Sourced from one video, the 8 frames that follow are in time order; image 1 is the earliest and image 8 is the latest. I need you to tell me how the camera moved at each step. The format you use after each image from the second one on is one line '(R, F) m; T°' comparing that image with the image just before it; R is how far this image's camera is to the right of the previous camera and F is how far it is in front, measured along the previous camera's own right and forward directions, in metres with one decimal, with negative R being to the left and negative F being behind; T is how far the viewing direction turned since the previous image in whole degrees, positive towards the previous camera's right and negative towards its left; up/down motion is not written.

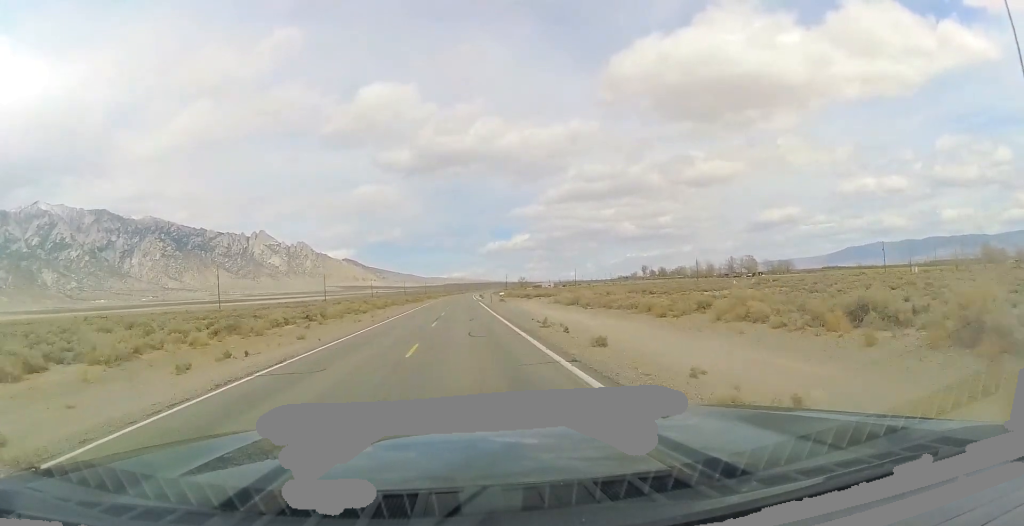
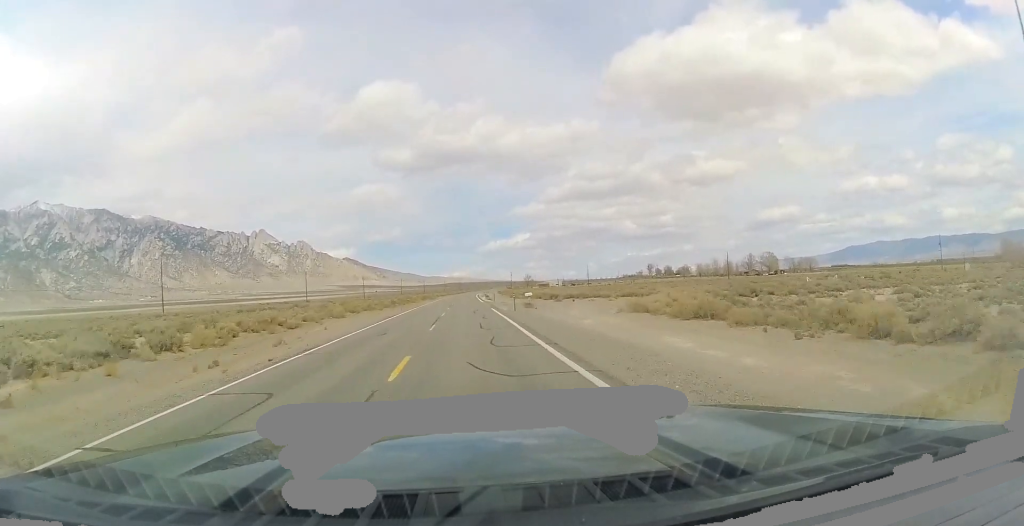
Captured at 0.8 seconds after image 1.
(+0.2, +27.9) m; 0°
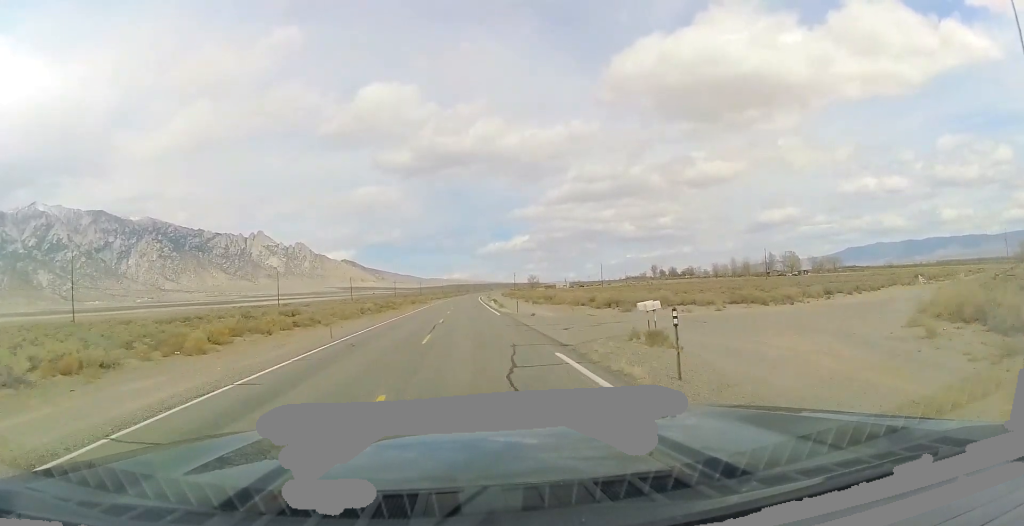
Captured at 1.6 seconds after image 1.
(+0.1, +29.1) m; +1°
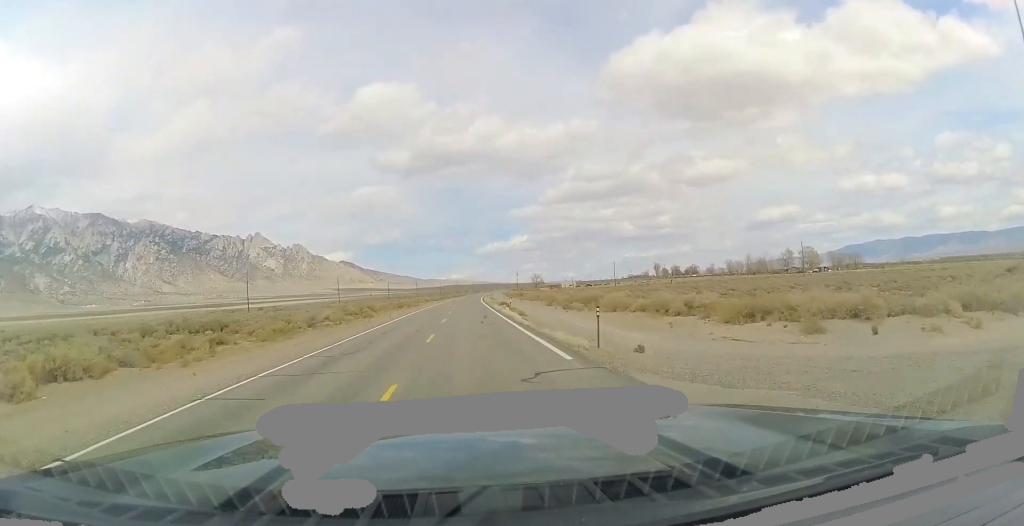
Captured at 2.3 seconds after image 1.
(+0.1, +23.3) m; 0°
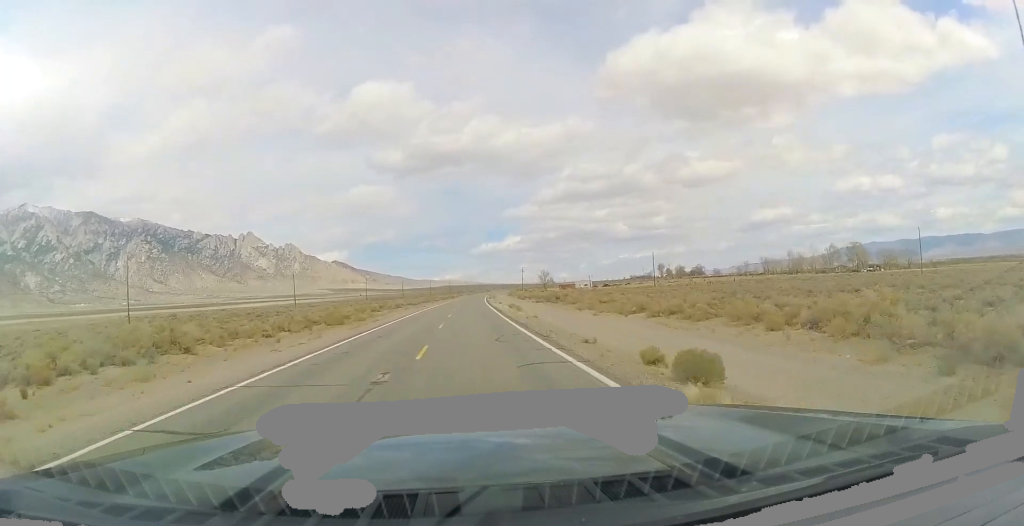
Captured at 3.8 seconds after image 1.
(+0.3, +53.3) m; 0°
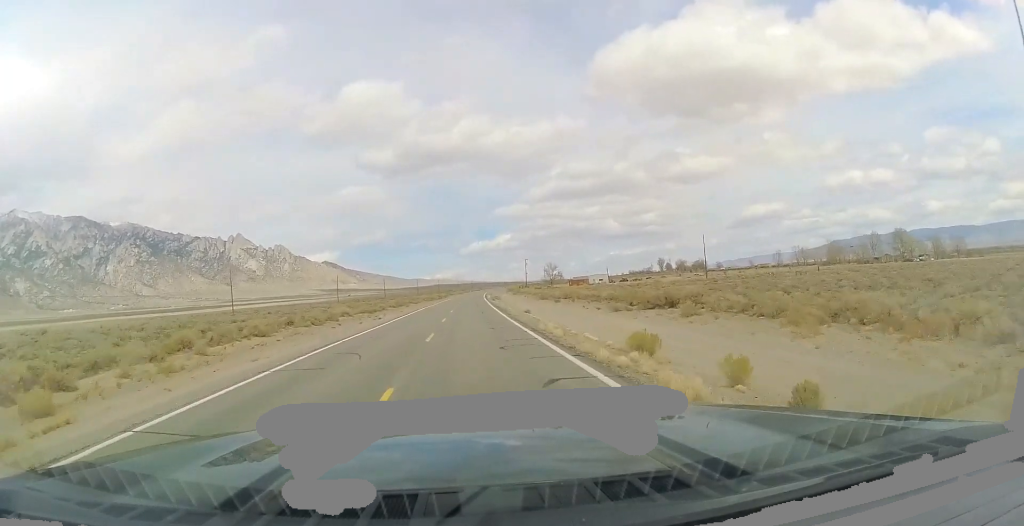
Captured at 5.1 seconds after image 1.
(+0.2, +44.2) m; +1°
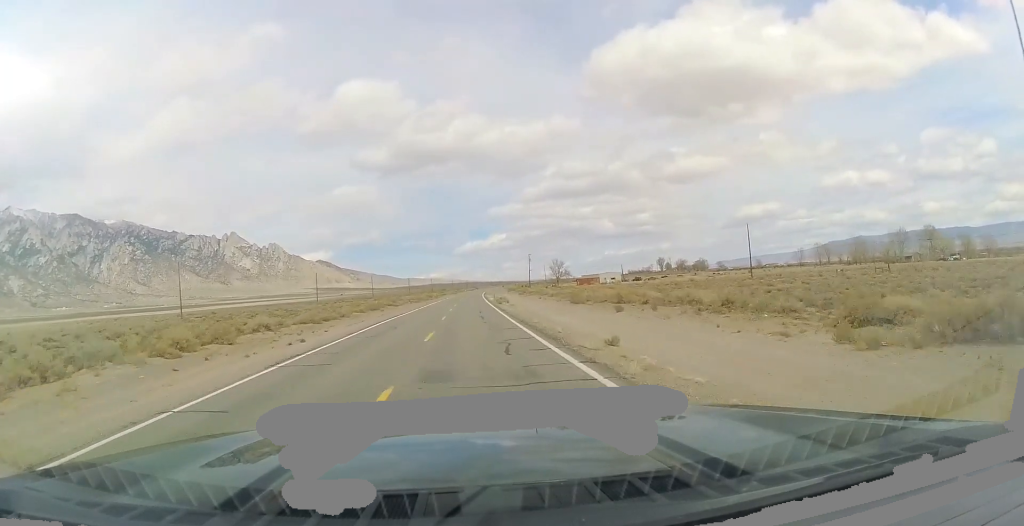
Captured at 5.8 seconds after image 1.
(+0.1, +24.4) m; +1°
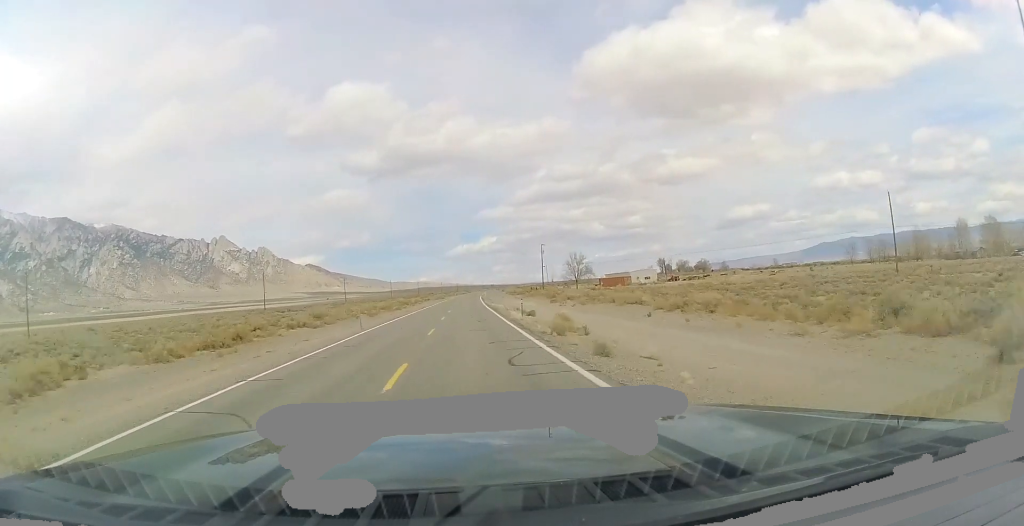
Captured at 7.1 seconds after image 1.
(+0.4, +45.2) m; +1°
